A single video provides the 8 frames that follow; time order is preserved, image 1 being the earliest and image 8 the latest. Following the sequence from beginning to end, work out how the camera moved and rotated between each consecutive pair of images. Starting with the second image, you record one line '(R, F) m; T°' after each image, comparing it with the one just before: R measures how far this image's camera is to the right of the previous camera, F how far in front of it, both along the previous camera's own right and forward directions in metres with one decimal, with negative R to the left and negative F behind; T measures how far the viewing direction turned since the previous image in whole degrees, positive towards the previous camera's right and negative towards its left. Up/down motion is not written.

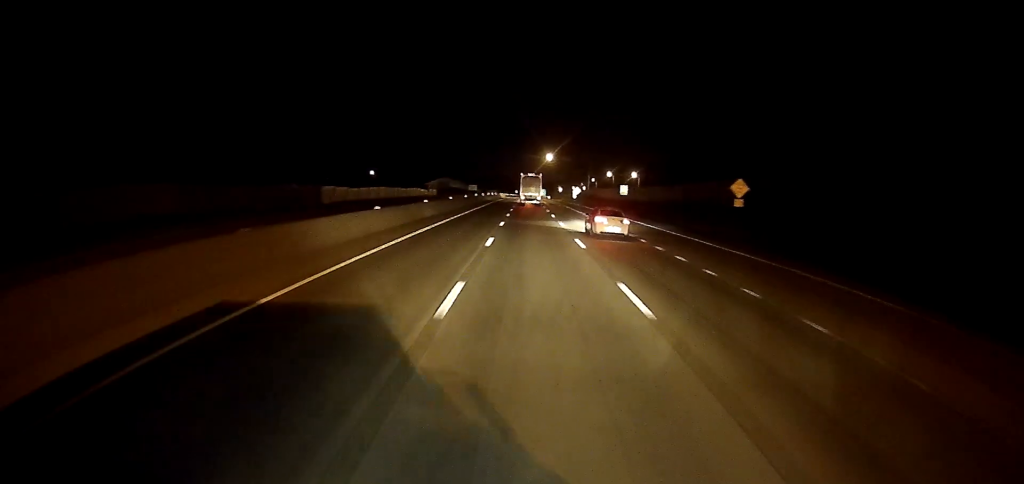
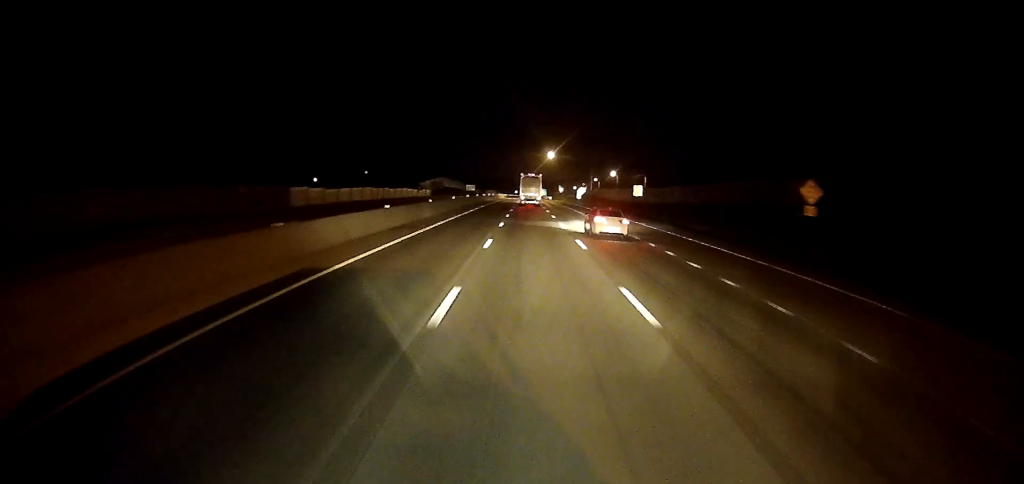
(+0.3, +12.8) m; 0°
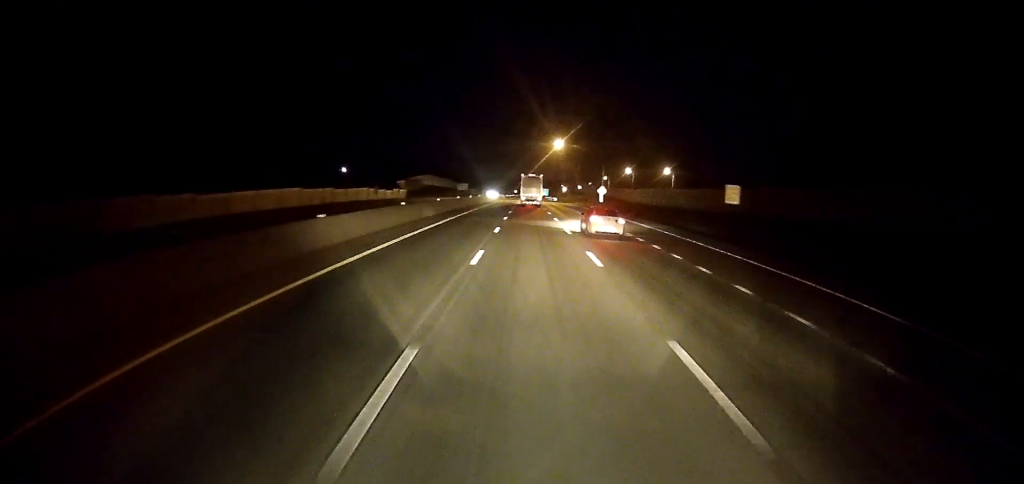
(-0.6, +41.4) m; -1°
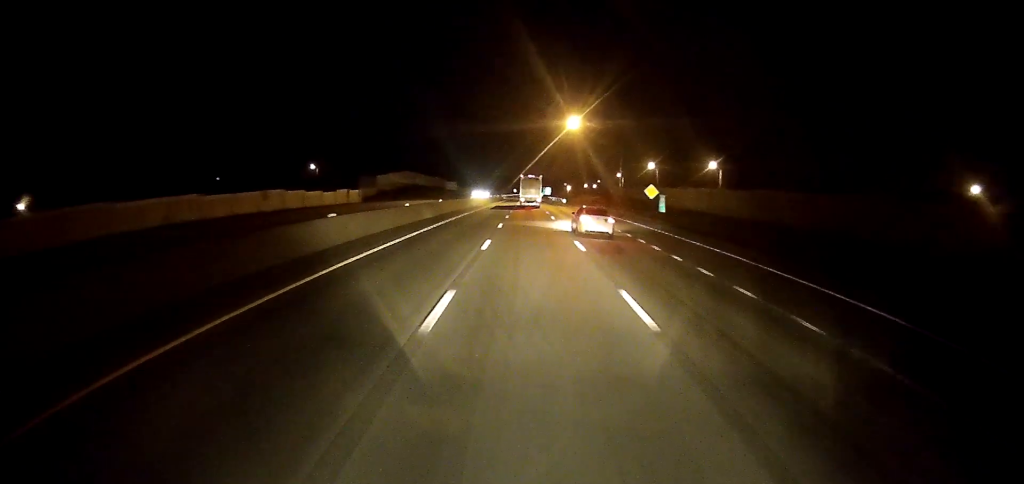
(0.0, +44.3) m; 0°
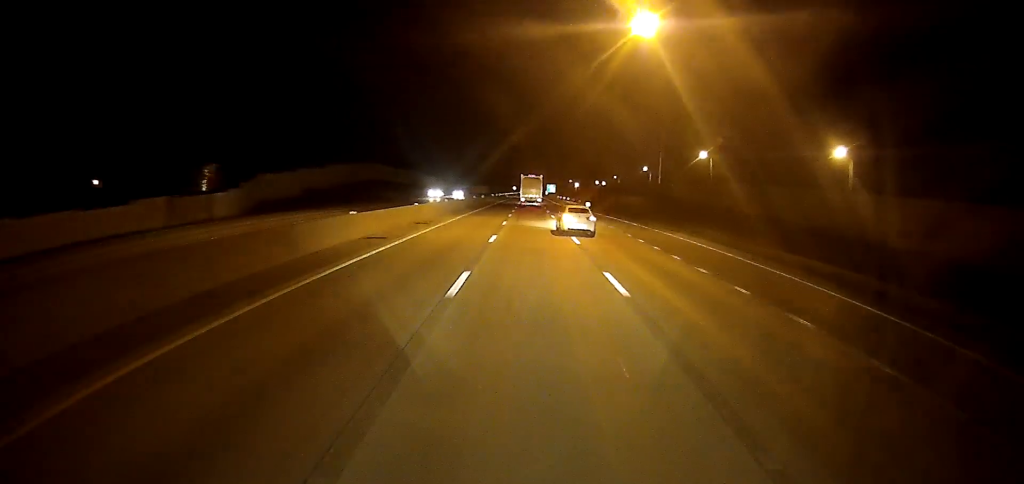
(0.0, +57.8) m; +1°
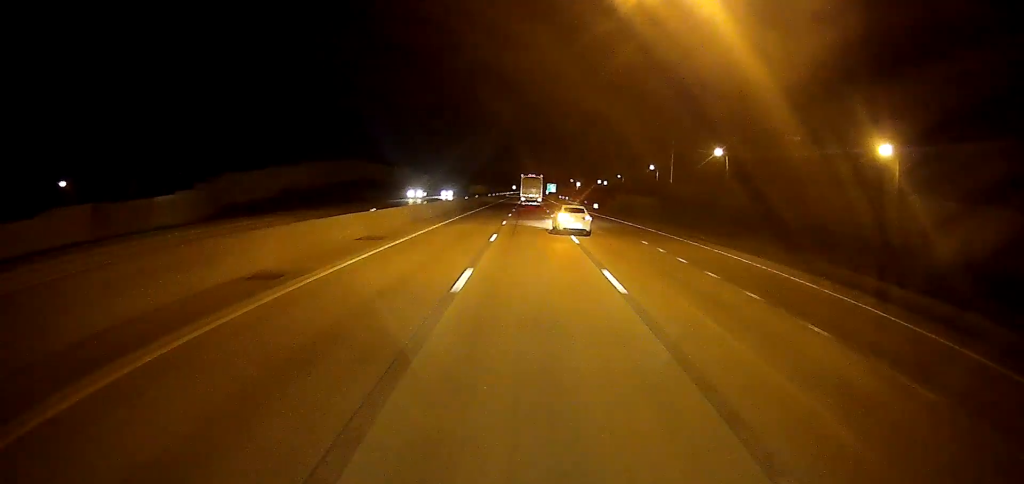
(-0.2, +11.7) m; +1°
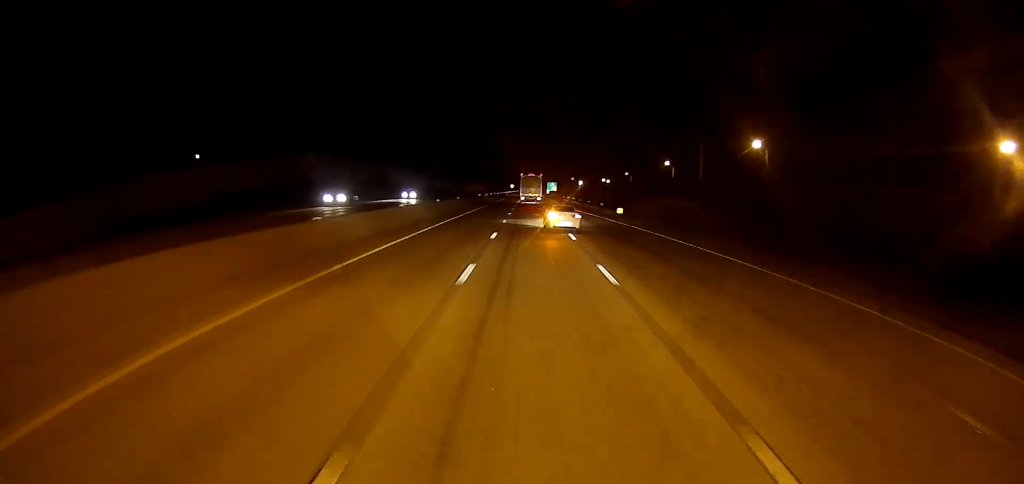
(+0.5, +23.2) m; 0°
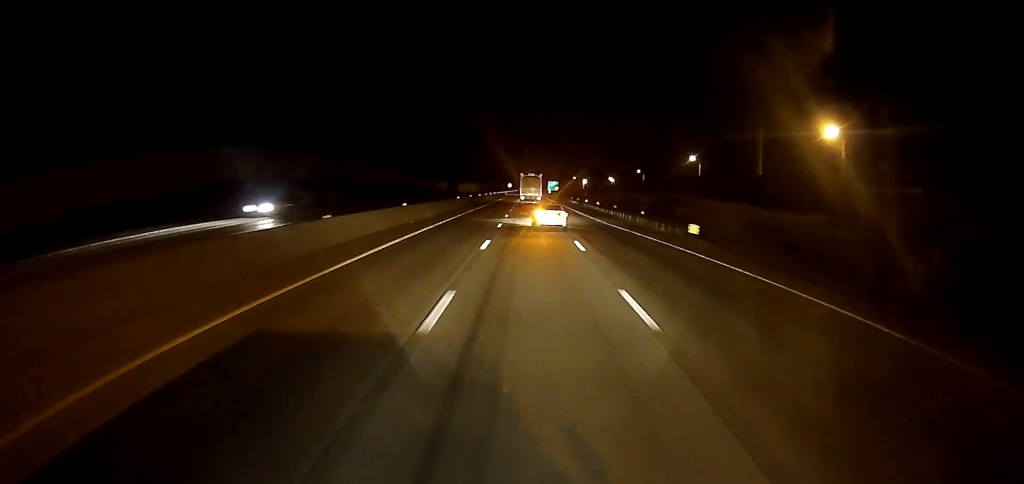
(-0.4, +28.9) m; -1°
